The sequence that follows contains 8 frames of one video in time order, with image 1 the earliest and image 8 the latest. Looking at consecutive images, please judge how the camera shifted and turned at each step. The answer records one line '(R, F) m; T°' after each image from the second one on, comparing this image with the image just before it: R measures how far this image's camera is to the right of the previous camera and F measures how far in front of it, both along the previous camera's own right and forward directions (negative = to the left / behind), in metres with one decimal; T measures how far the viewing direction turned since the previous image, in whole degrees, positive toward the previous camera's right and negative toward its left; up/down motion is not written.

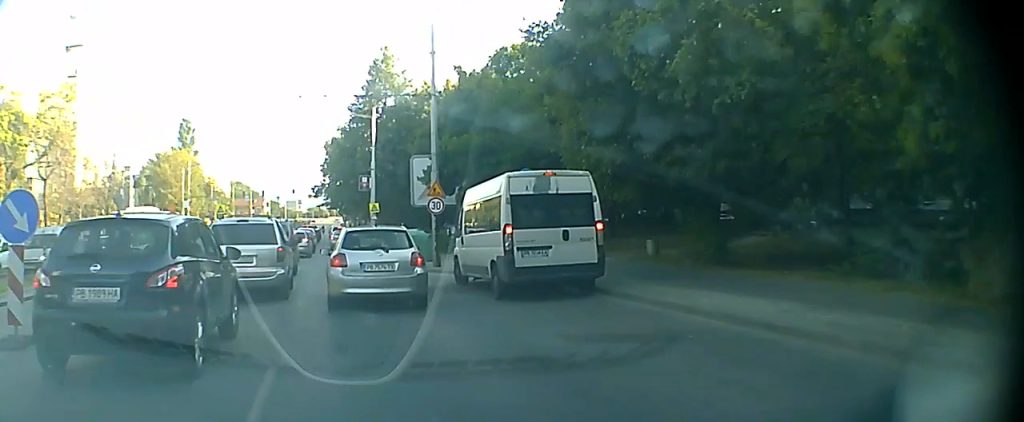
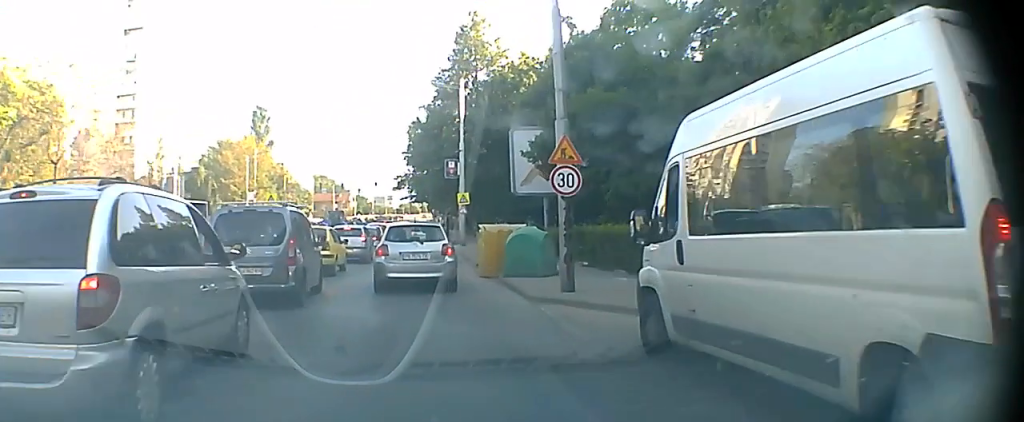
(-0.2, +9.8) m; -3°
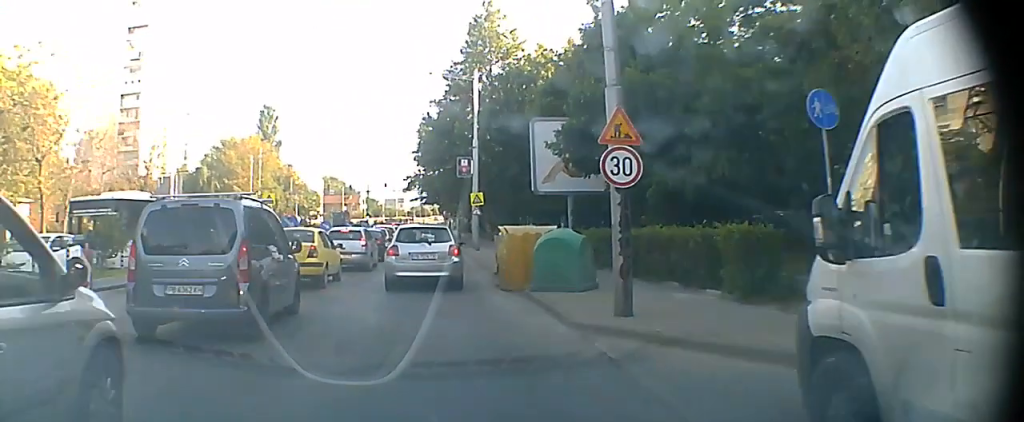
(-0.1, +3.6) m; -1°
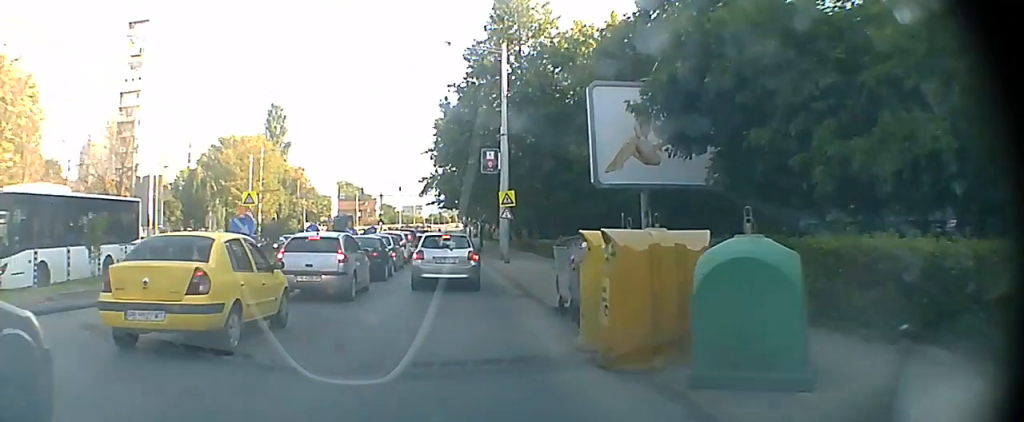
(-0.2, +8.4) m; -2°
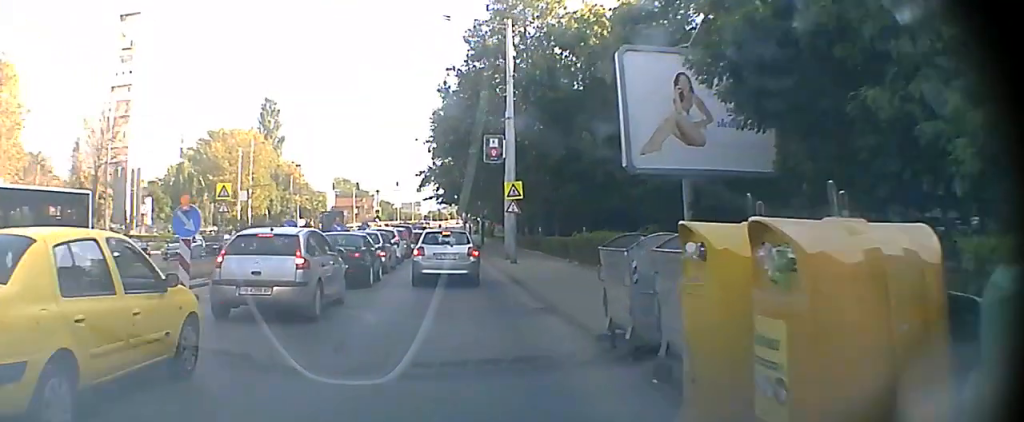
(0.0, +3.4) m; 0°
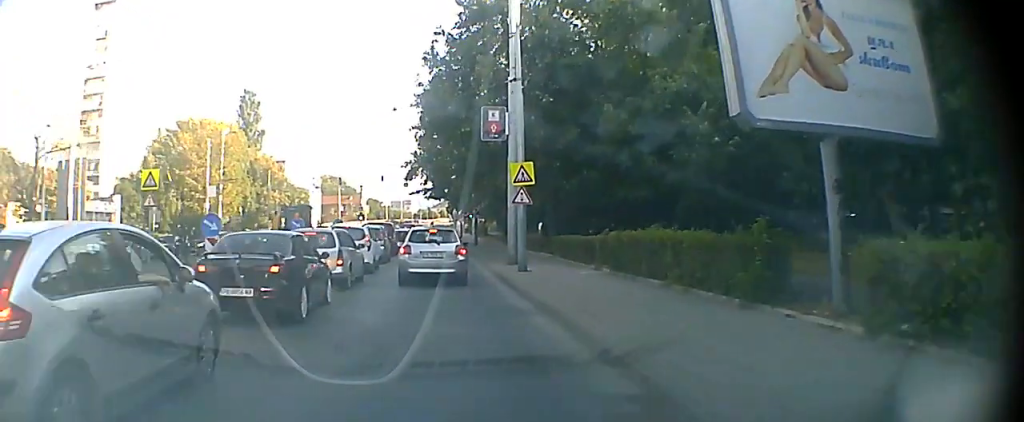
(0.0, +7.2) m; -1°
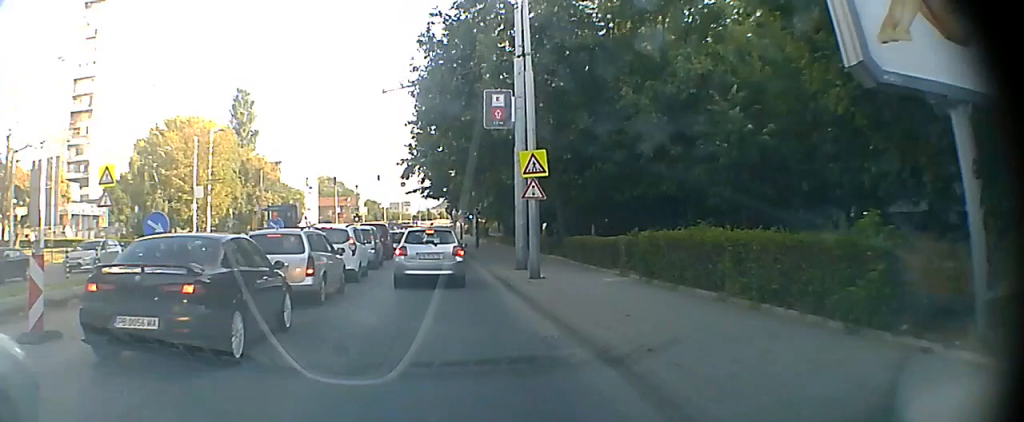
(0.0, +3.7) m; 0°
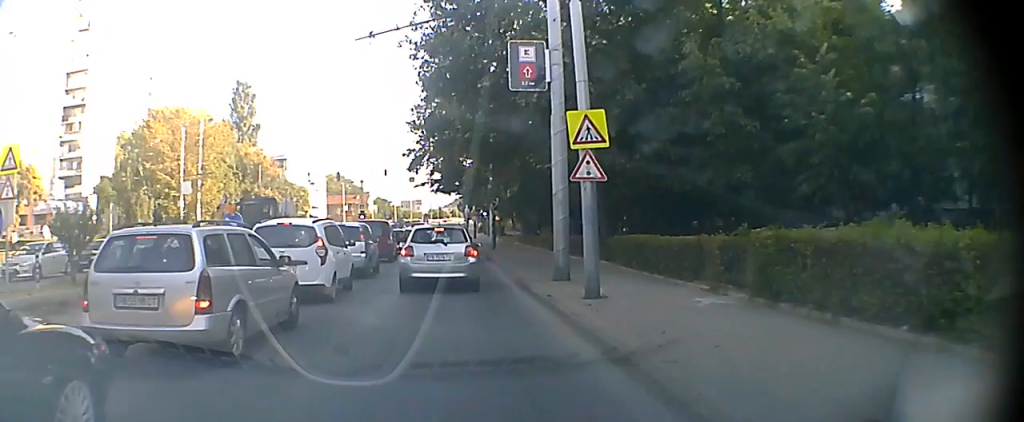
(0.0, +4.7) m; 0°
